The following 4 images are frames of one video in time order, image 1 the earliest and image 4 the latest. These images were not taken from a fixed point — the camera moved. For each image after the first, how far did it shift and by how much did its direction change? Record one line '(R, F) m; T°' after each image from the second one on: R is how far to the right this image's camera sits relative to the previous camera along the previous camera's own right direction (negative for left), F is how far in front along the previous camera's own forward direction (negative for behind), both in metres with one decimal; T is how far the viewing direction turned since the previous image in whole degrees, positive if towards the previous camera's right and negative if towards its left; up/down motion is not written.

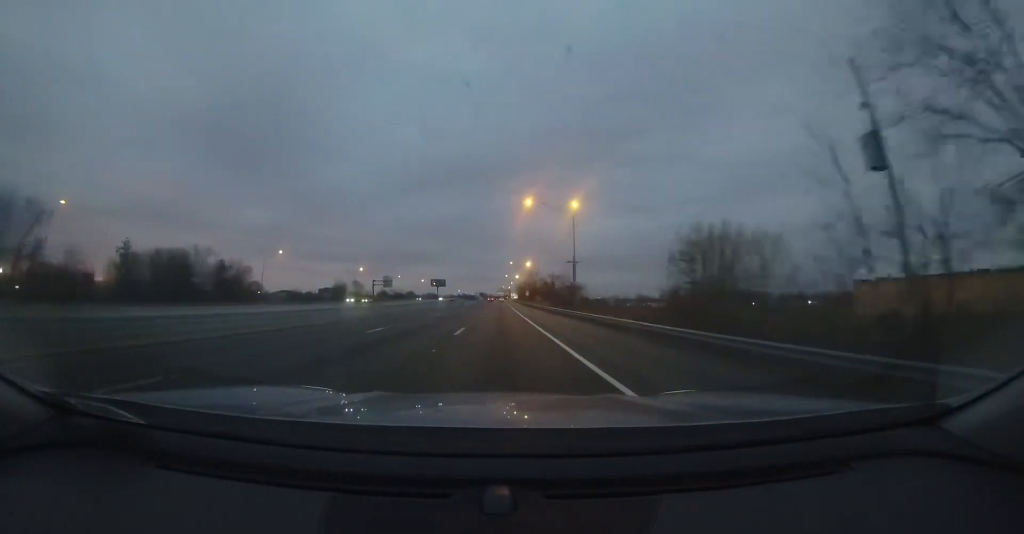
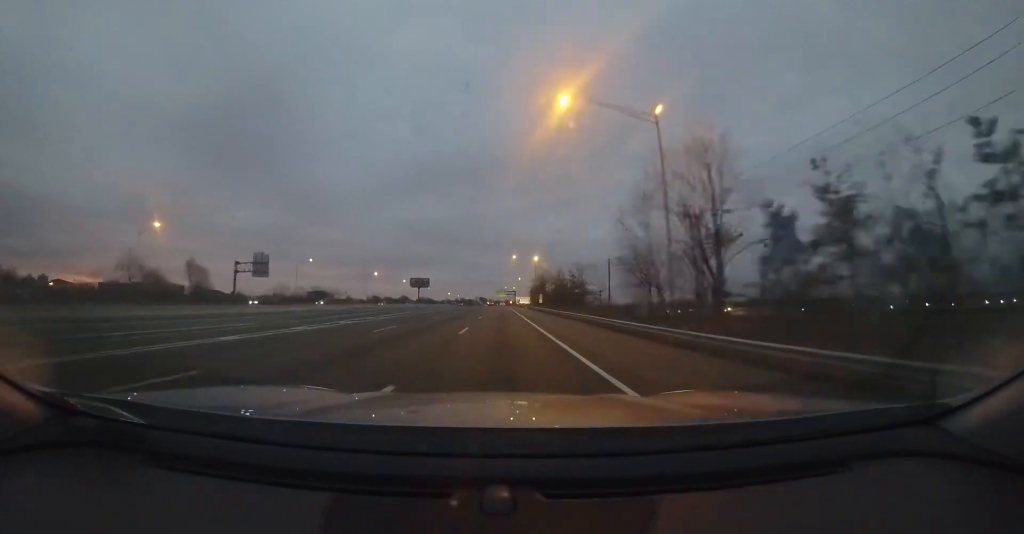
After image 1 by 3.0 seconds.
(+0.1, +84.8) m; 0°
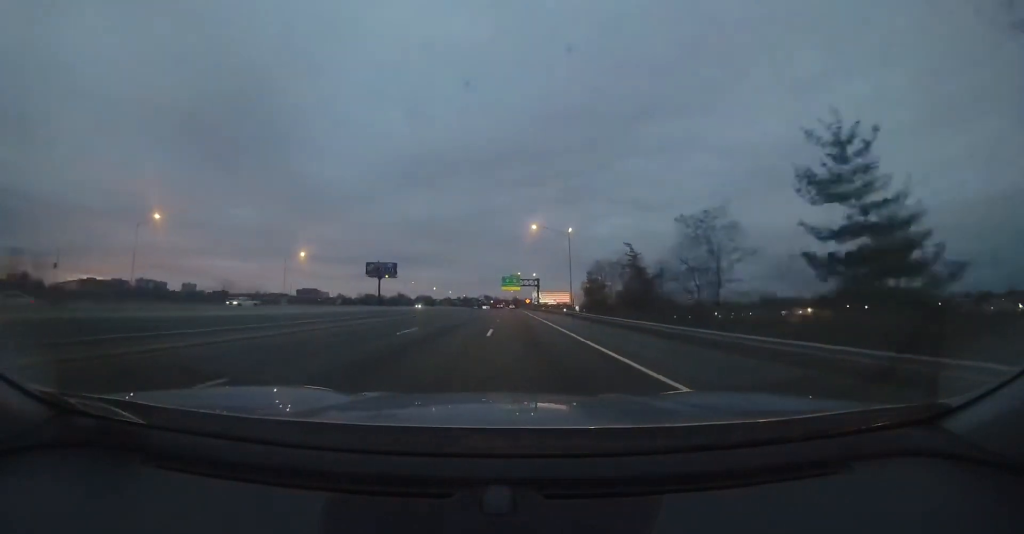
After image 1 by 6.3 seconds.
(+0.1, +98.0) m; 0°
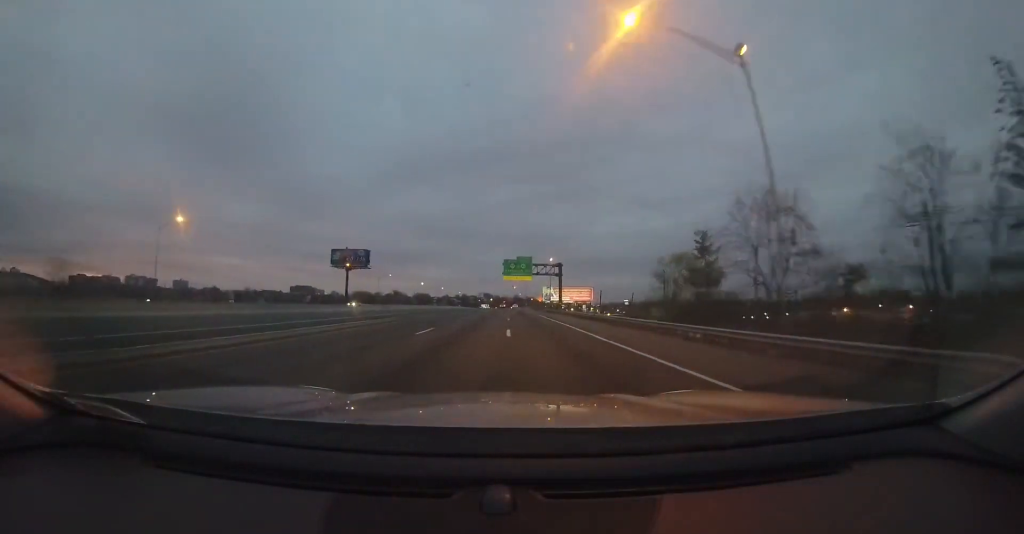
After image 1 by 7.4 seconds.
(-0.3, +36.9) m; -1°
